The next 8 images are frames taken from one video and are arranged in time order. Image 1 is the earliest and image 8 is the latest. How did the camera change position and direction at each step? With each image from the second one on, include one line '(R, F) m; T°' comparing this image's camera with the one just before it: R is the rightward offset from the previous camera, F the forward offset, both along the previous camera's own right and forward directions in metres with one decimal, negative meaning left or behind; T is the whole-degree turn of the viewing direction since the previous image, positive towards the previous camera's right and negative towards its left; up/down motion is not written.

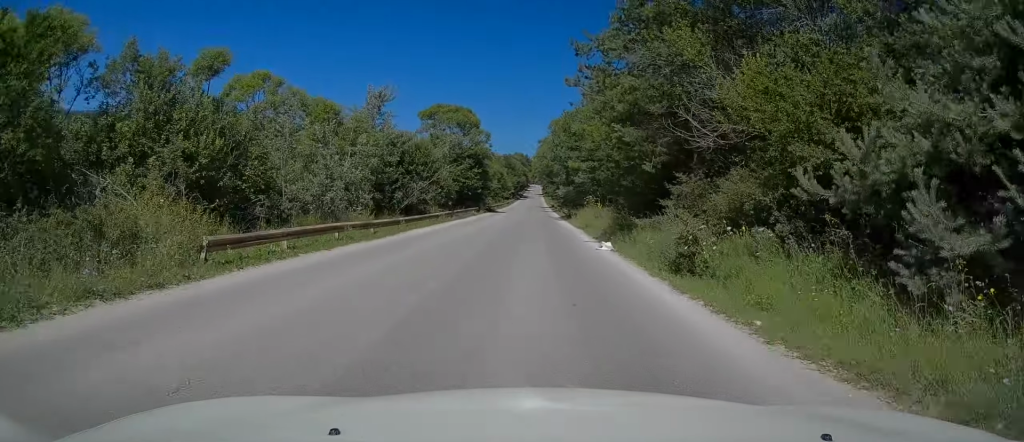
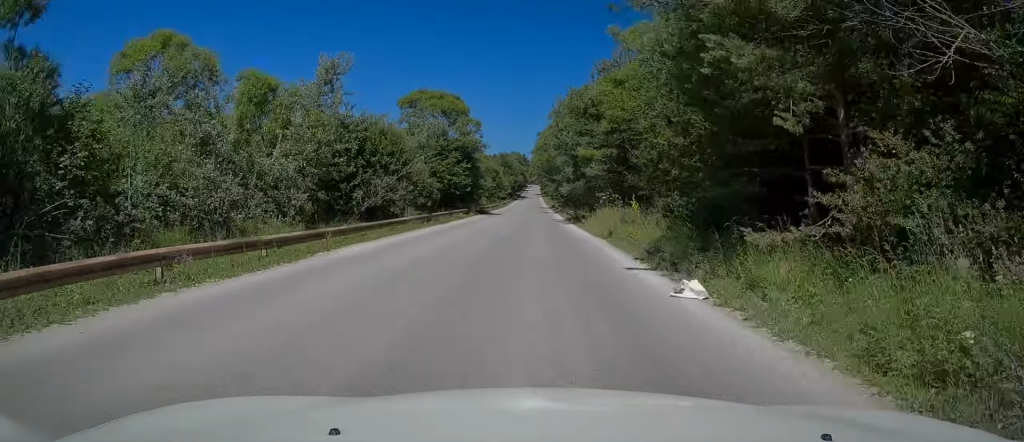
(-0.2, +9.1) m; -1°
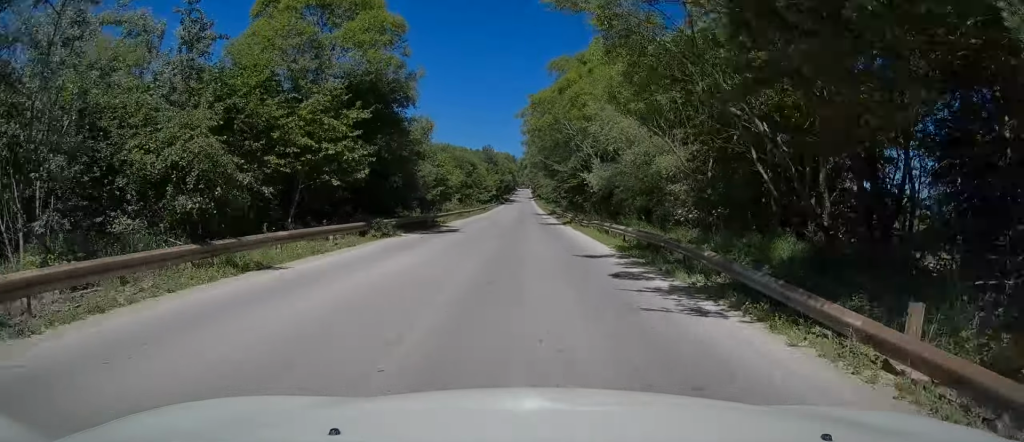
(+0.3, +29.6) m; +1°
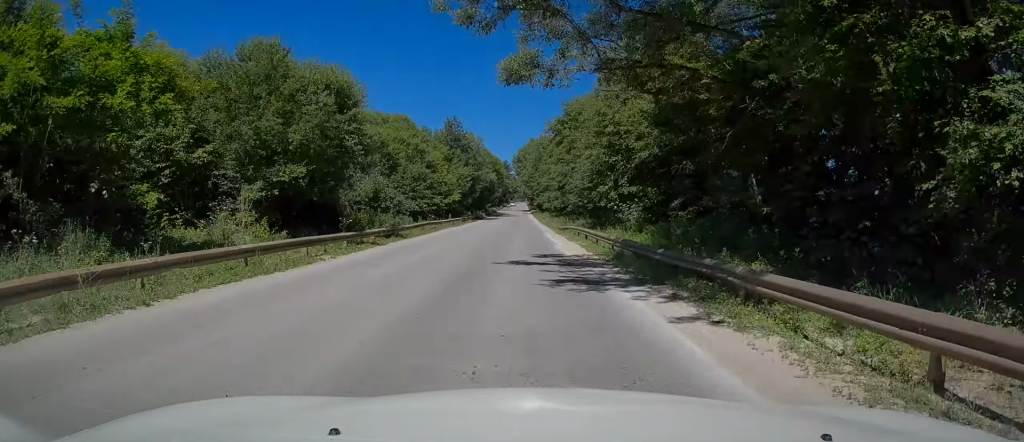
(+0.1, +53.6) m; +1°
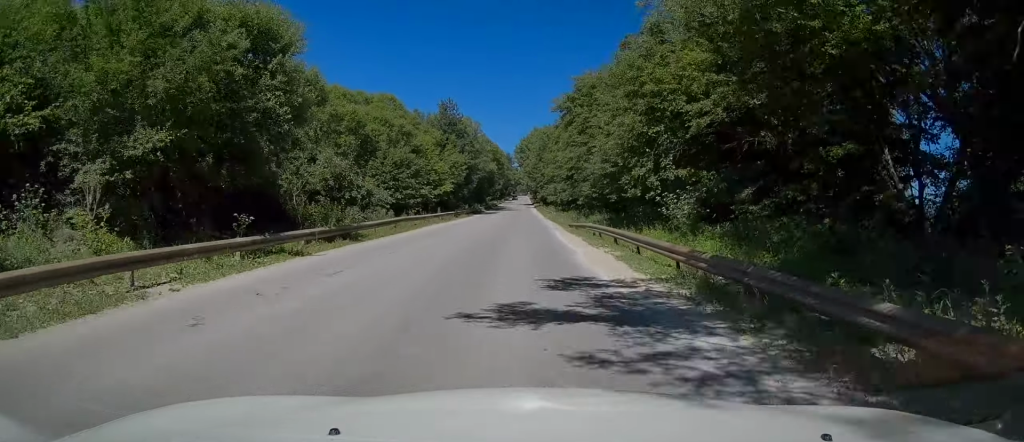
(0.0, +7.9) m; 0°
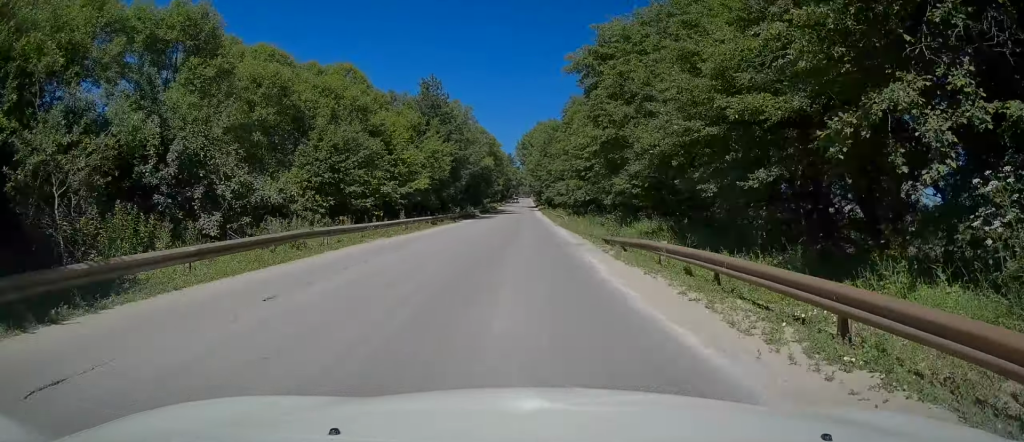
(-0.1, +13.7) m; -1°
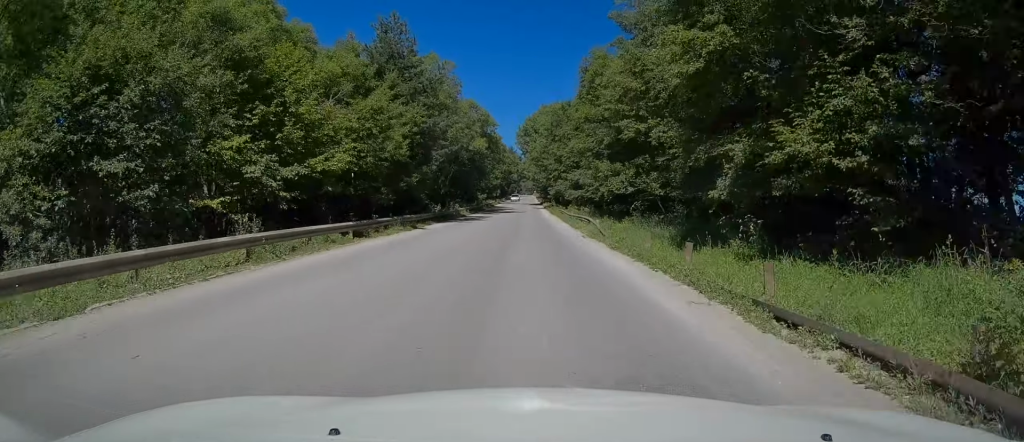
(-0.2, +16.9) m; 0°
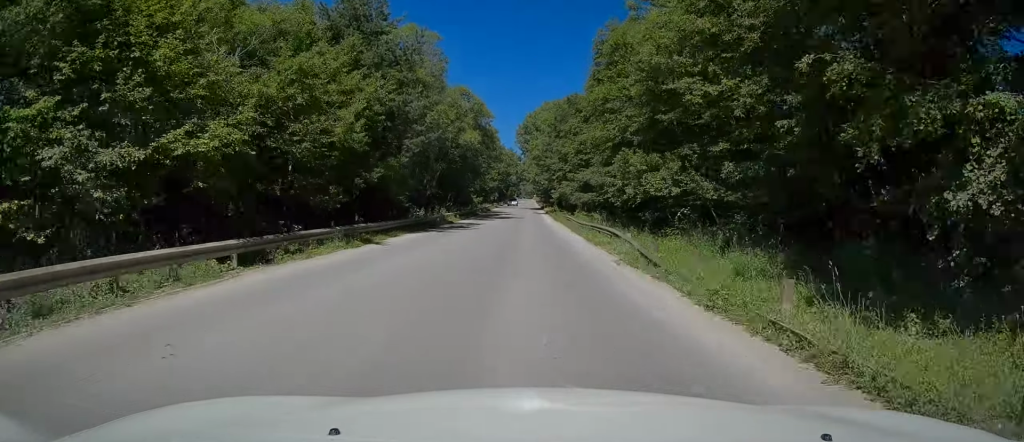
(-0.1, +8.1) m; 0°
